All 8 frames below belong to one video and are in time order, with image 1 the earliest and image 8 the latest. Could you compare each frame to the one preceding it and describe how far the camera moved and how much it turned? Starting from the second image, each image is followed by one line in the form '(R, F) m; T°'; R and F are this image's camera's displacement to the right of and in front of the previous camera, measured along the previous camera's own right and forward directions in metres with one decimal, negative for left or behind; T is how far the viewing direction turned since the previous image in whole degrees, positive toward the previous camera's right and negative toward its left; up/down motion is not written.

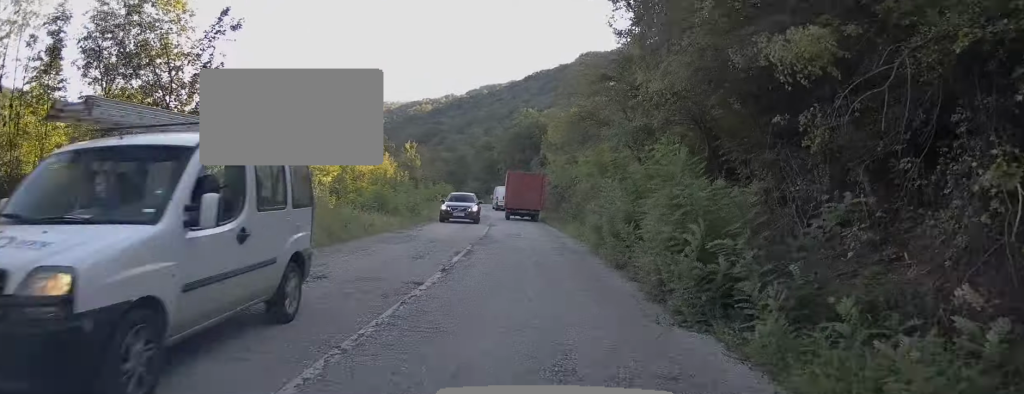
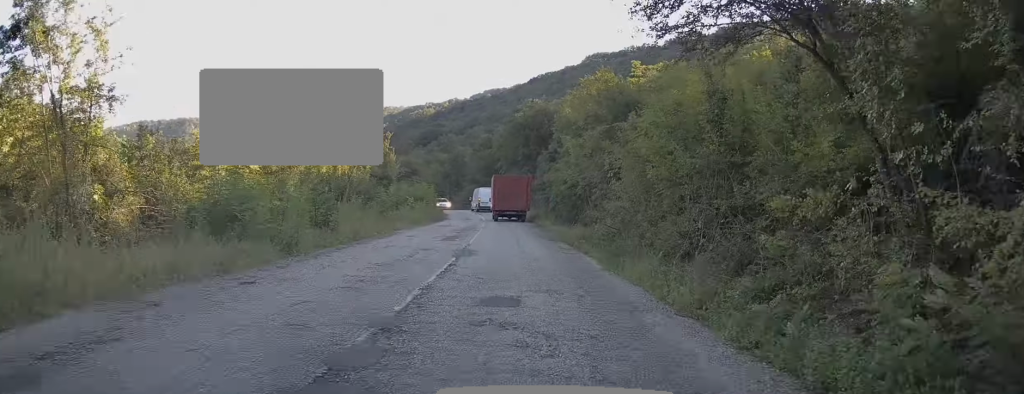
(-0.2, +15.4) m; -1°
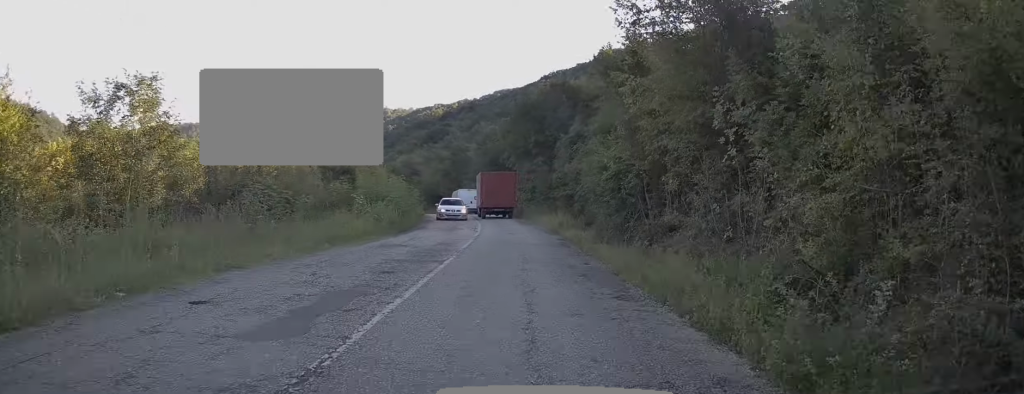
(+0.1, +14.6) m; 0°
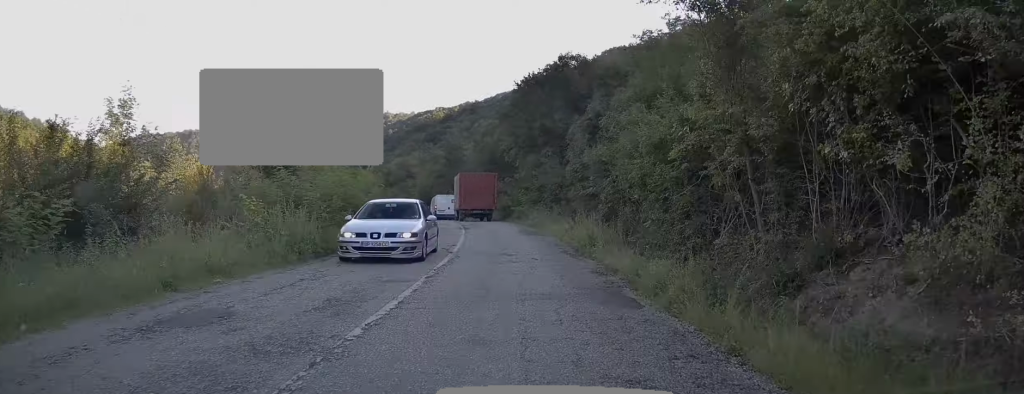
(0.0, +10.1) m; -1°
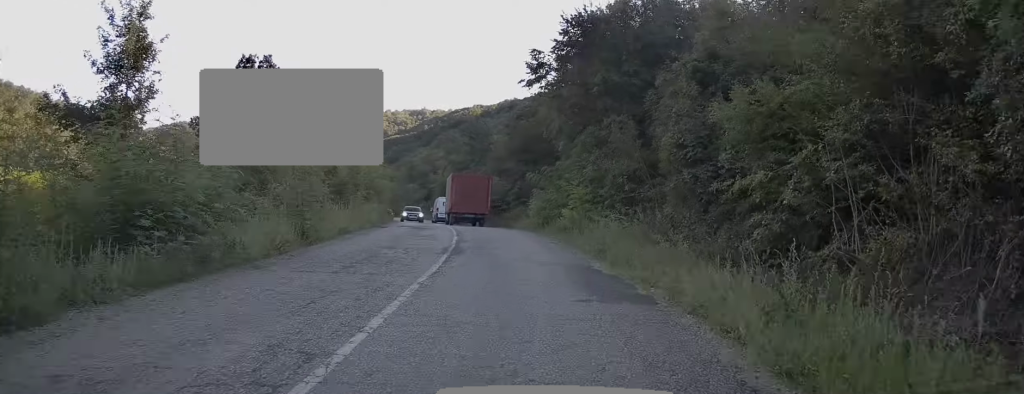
(-0.4, +14.6) m; -2°
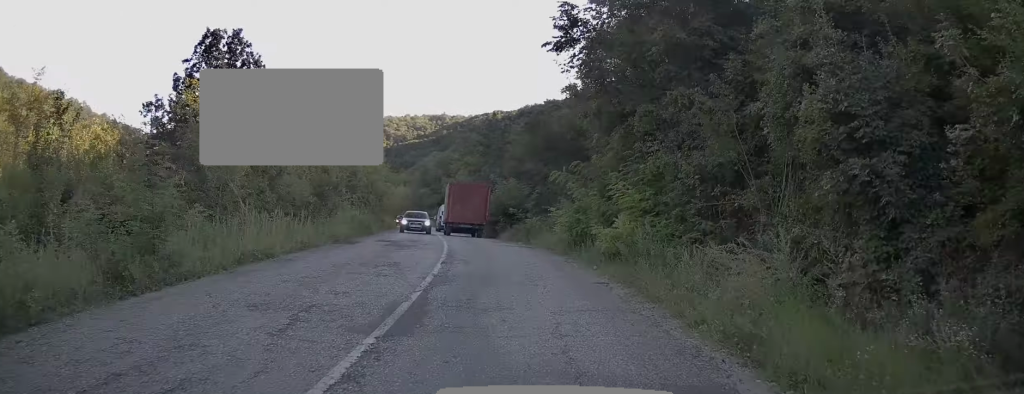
(-0.2, +7.5) m; 0°
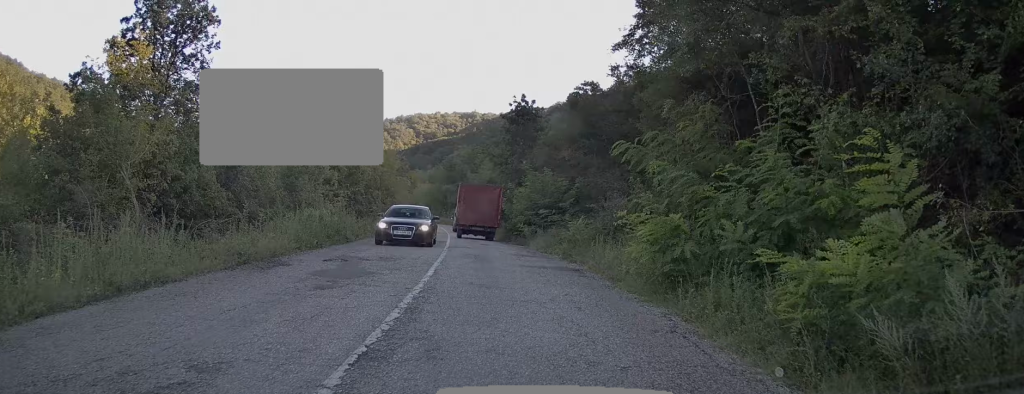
(+0.1, +8.3) m; -1°
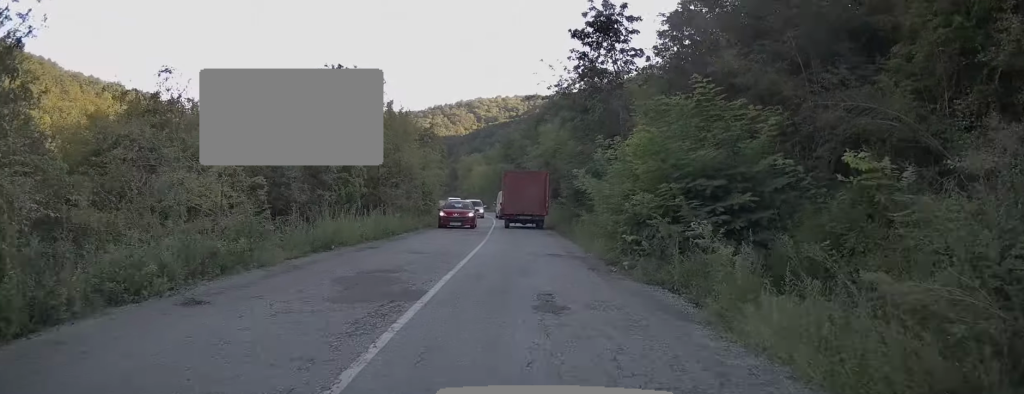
(-0.9, +19.1) m; -6°
